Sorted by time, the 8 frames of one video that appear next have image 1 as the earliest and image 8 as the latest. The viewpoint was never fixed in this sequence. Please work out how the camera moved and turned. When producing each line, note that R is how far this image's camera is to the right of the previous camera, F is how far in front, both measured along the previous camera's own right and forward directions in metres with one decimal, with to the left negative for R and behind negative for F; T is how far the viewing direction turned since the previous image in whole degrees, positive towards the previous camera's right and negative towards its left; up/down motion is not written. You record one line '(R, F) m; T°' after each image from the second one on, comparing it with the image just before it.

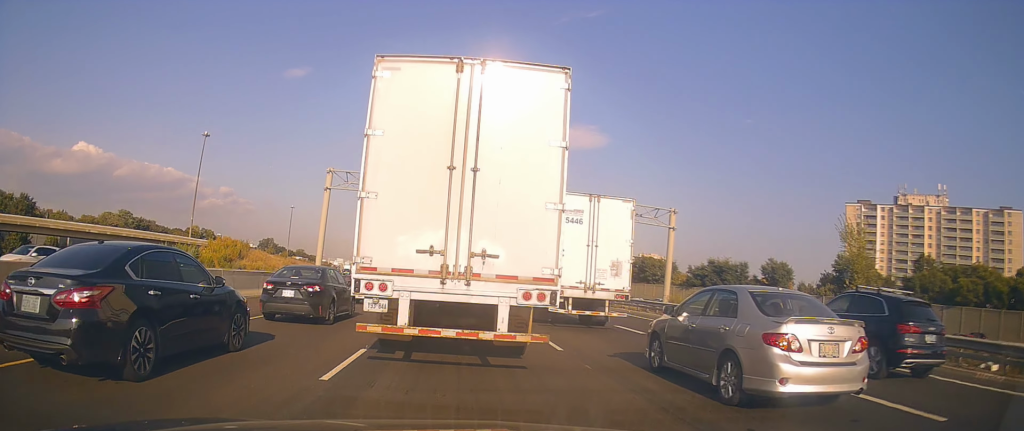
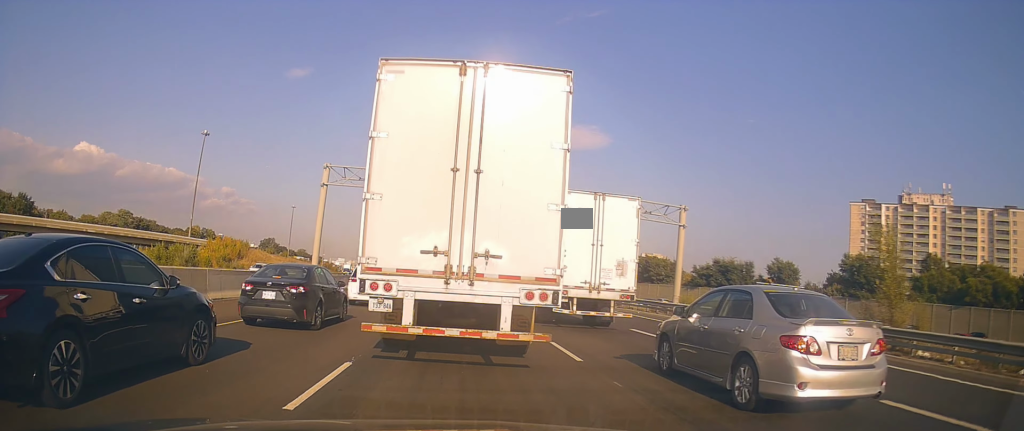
(+0.3, +1.6) m; 0°
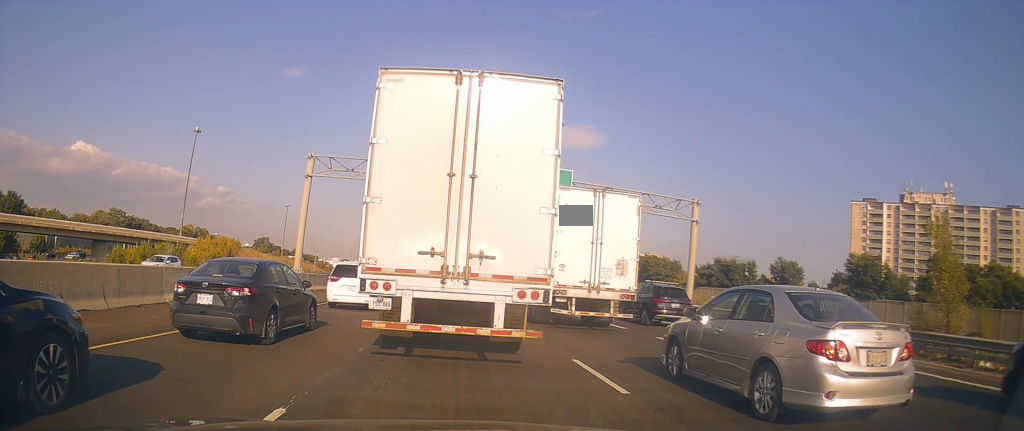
(-0.3, +3.0) m; 0°
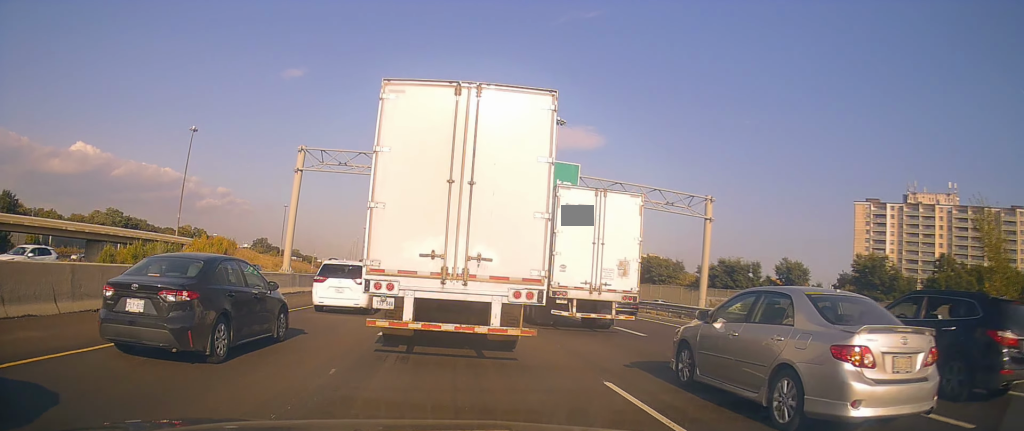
(0.0, +2.2) m; +1°
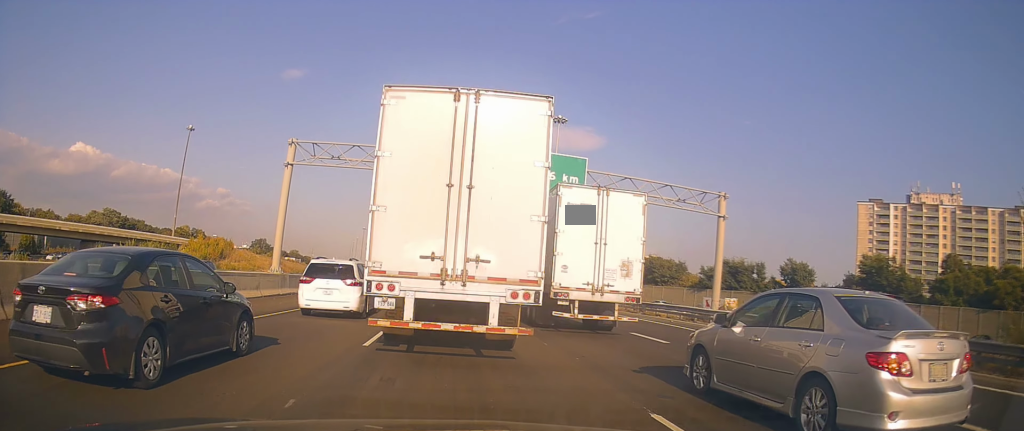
(+0.3, +1.8) m; +1°
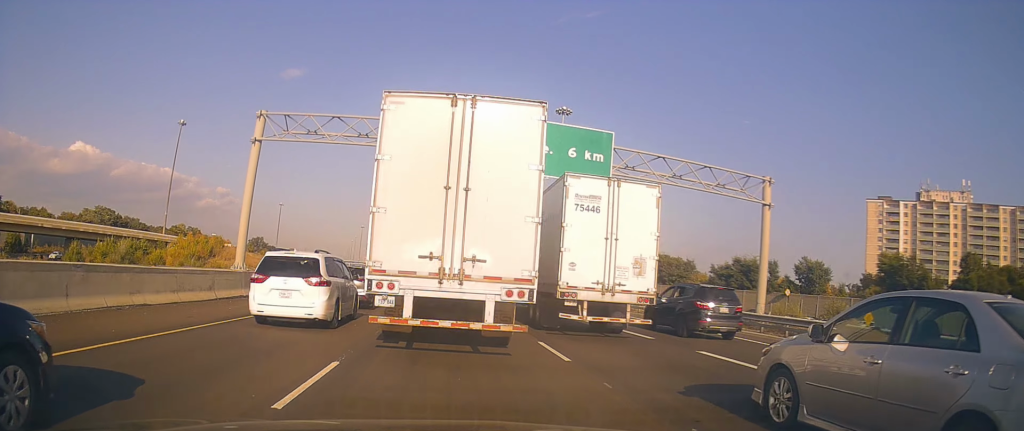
(-0.3, +5.0) m; +3°
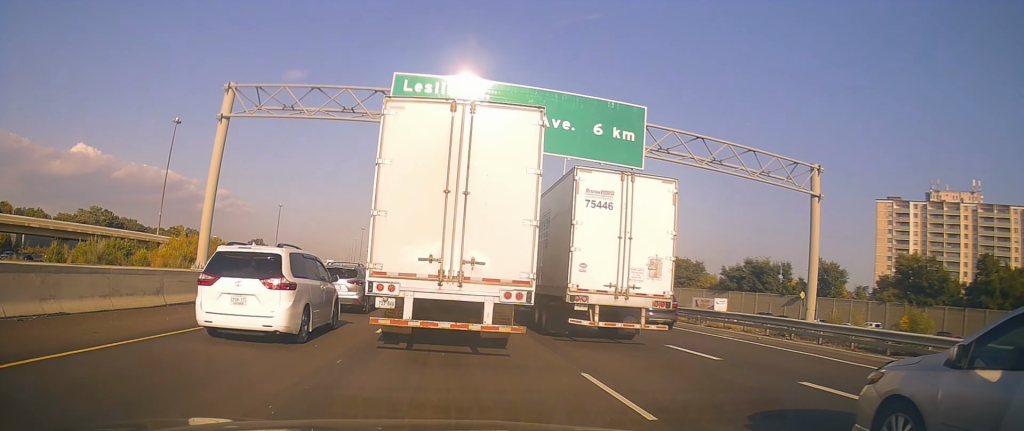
(+0.5, +4.1) m; 0°
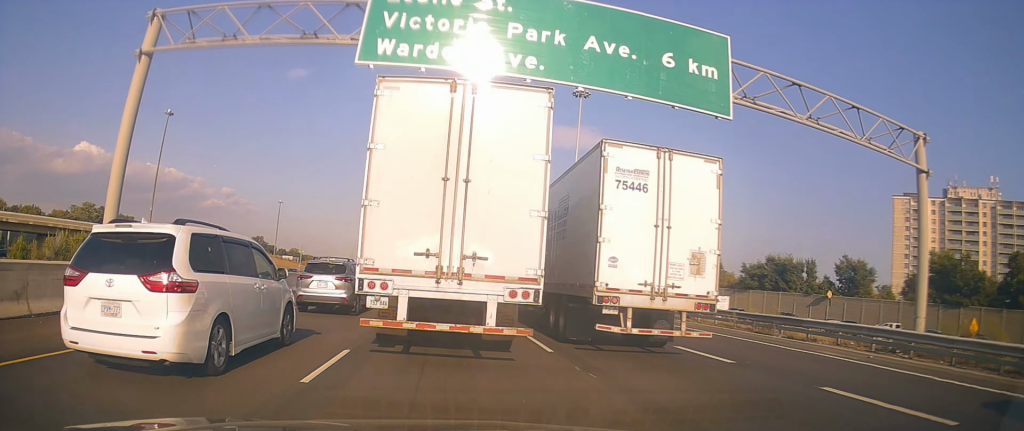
(-0.7, +6.5) m; -6°
